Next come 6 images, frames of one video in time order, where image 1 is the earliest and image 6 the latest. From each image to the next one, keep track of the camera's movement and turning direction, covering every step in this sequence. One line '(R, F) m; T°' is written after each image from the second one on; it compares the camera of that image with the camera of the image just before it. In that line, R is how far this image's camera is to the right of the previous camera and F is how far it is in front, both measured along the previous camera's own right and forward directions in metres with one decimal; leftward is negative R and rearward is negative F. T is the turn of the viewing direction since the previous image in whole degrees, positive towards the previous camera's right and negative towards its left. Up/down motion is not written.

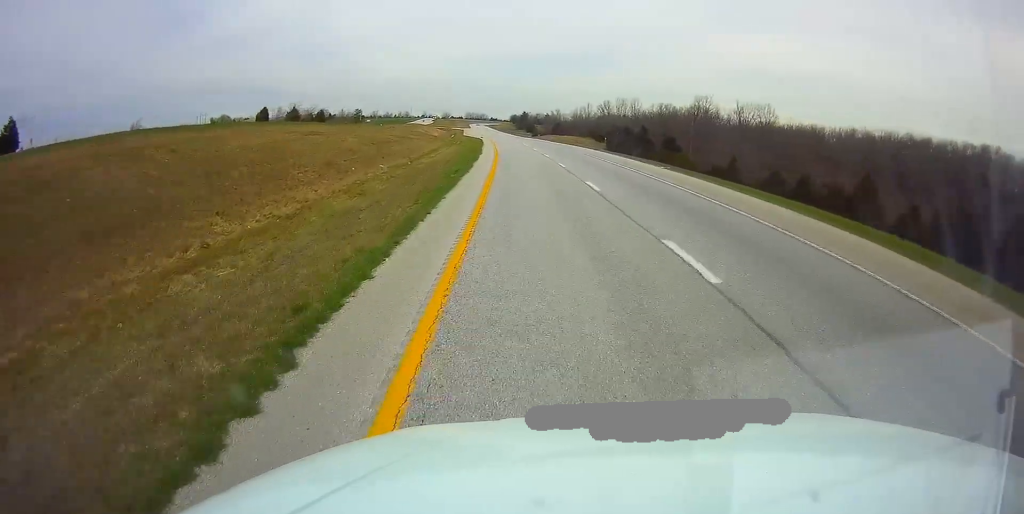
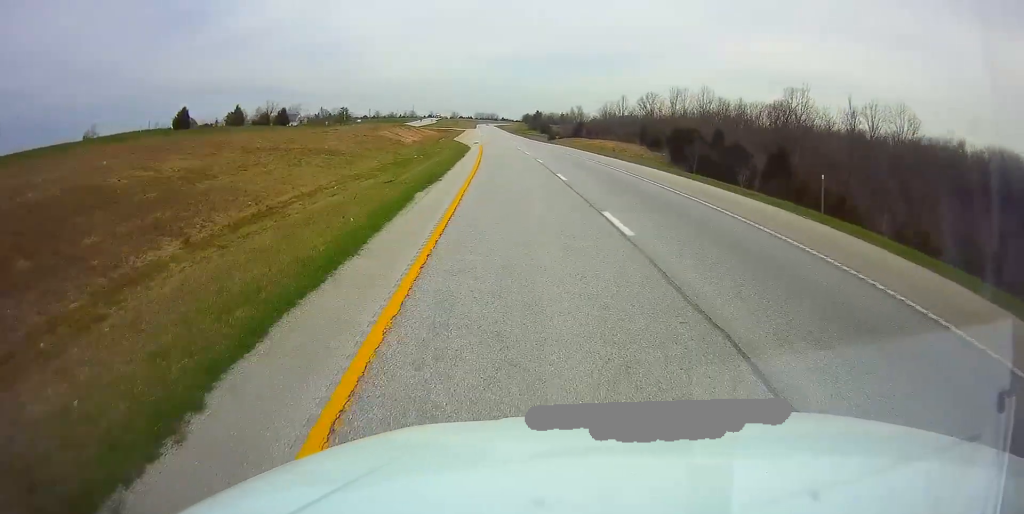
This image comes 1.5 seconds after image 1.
(-0.4, +44.7) m; -1°
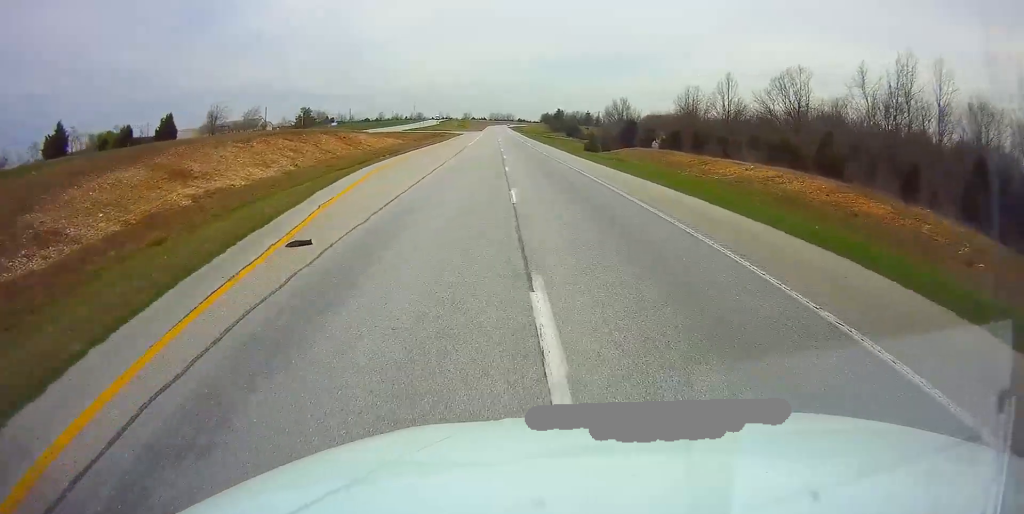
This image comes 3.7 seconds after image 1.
(-1.1, +66.4) m; -2°
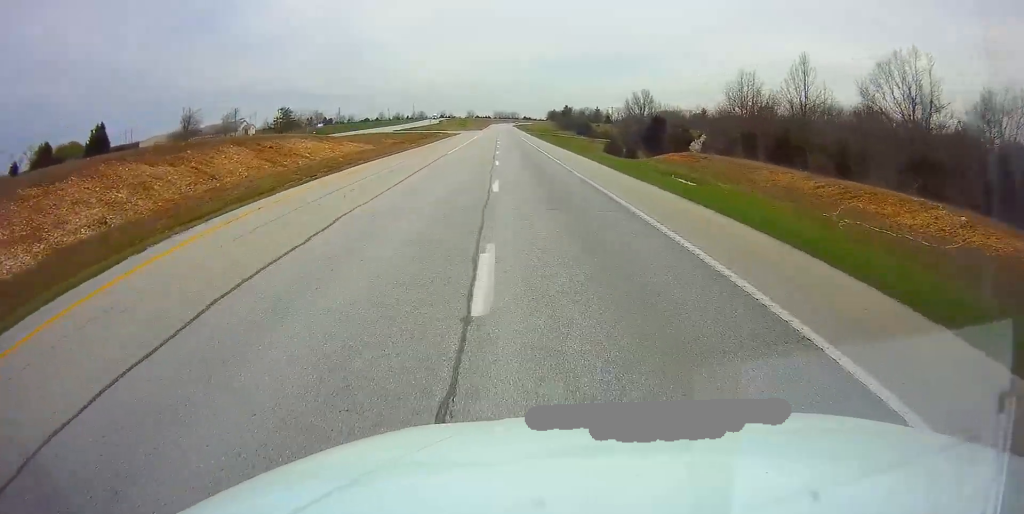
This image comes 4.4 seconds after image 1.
(0.0, +22.3) m; 0°
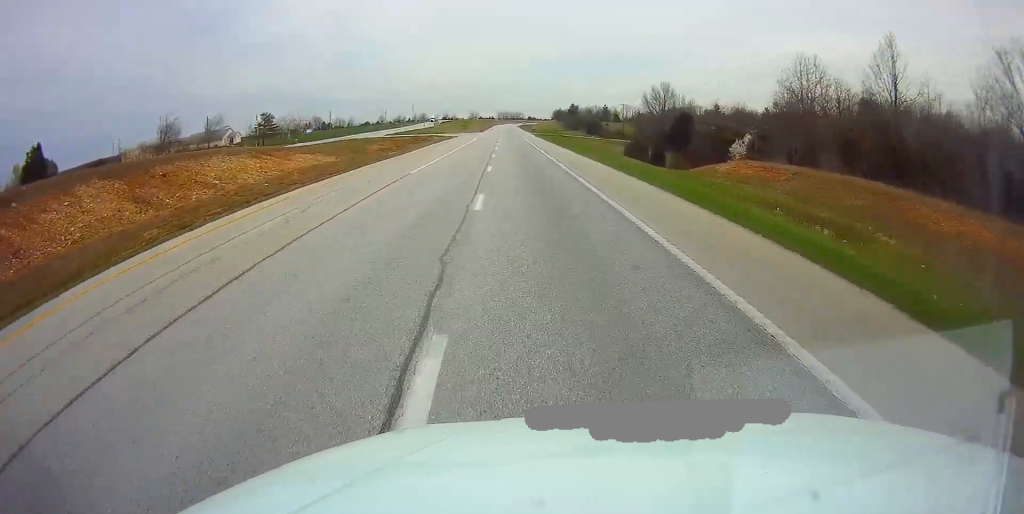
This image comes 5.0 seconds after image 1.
(-0.1, +16.3) m; -1°
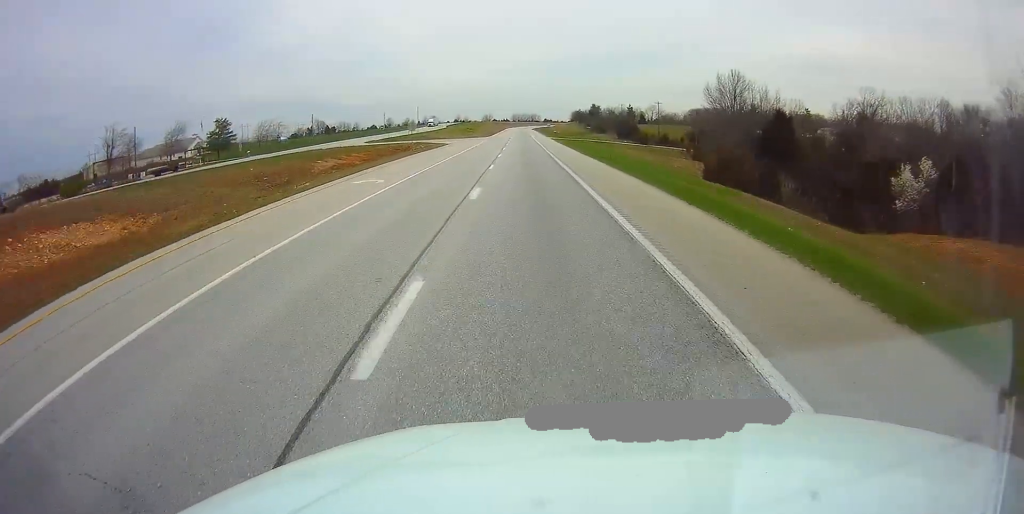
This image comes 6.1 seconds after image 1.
(-0.5, +33.7) m; -1°
